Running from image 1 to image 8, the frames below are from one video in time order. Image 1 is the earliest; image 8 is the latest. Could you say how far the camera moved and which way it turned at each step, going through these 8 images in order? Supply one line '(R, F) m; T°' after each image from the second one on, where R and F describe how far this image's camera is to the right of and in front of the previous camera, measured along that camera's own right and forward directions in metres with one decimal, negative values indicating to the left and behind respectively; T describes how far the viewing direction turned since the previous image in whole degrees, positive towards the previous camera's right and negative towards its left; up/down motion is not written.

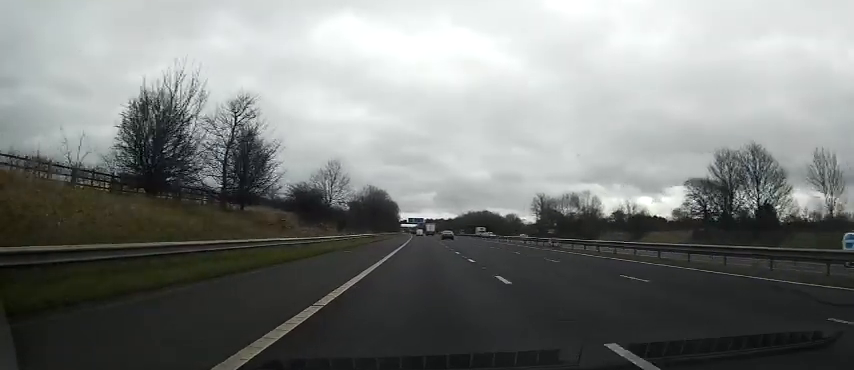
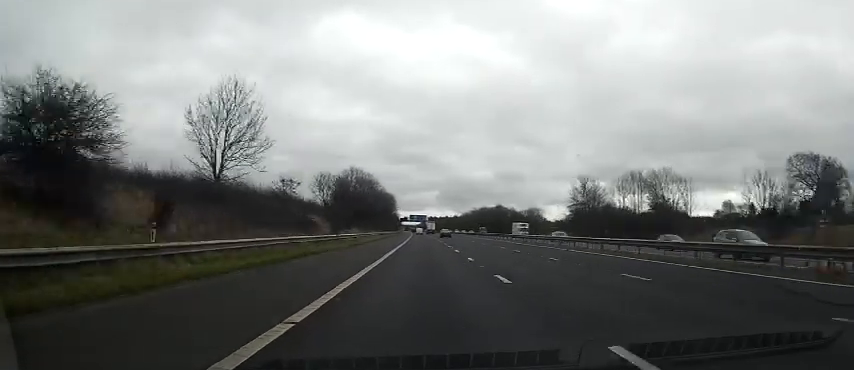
(-0.1, +35.9) m; 0°
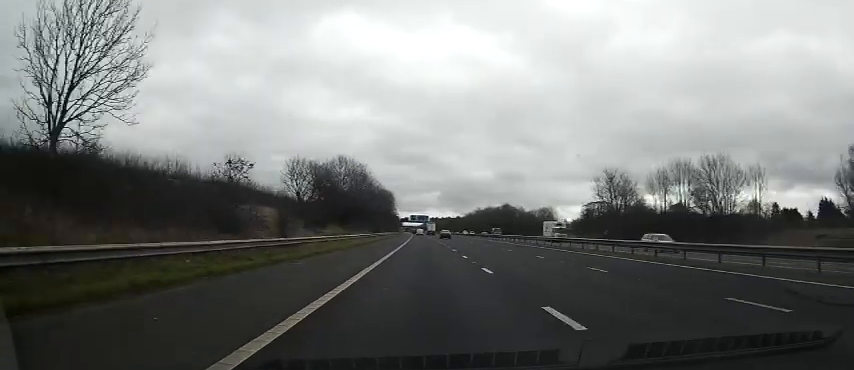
(+0.1, +14.1) m; 0°
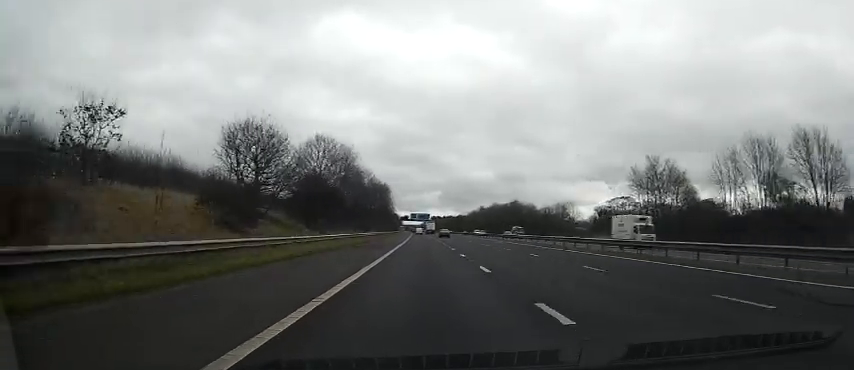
(+0.1, +17.3) m; -1°
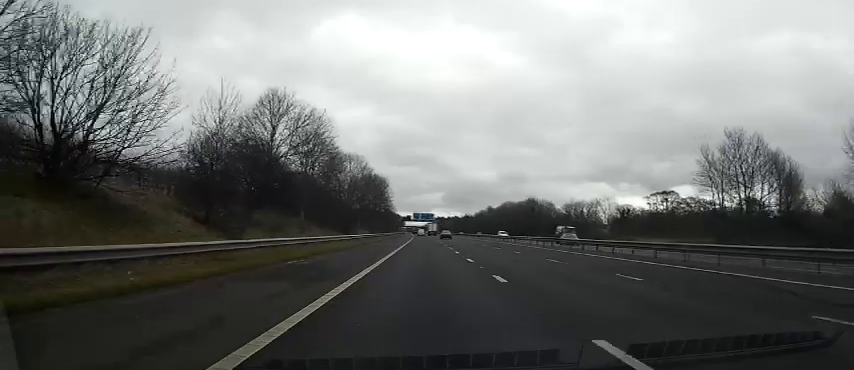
(-0.2, +20.6) m; -1°
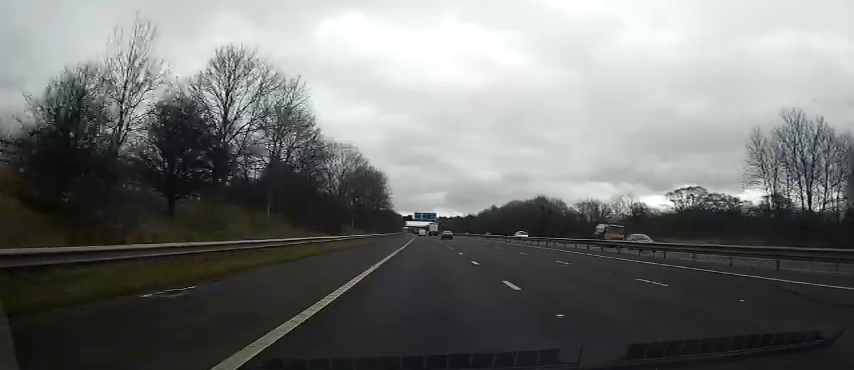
(-0.1, +10.8) m; 0°
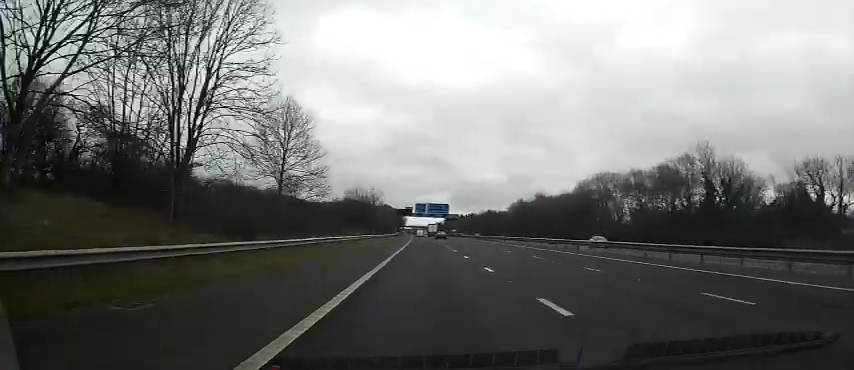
(+0.7, +83.2) m; 0°
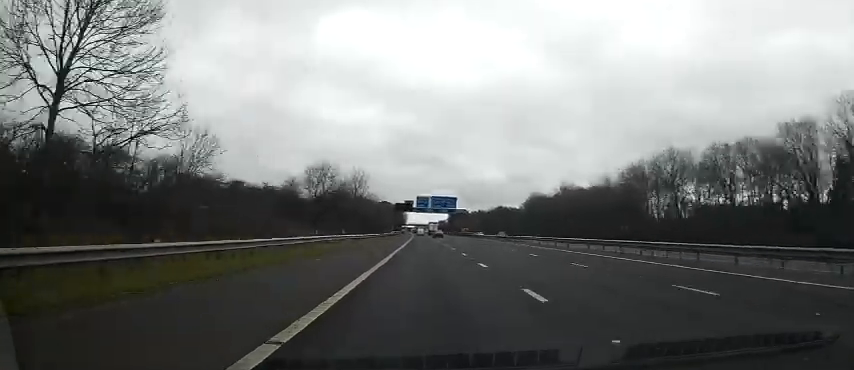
(-0.6, +24.5) m; -1°
